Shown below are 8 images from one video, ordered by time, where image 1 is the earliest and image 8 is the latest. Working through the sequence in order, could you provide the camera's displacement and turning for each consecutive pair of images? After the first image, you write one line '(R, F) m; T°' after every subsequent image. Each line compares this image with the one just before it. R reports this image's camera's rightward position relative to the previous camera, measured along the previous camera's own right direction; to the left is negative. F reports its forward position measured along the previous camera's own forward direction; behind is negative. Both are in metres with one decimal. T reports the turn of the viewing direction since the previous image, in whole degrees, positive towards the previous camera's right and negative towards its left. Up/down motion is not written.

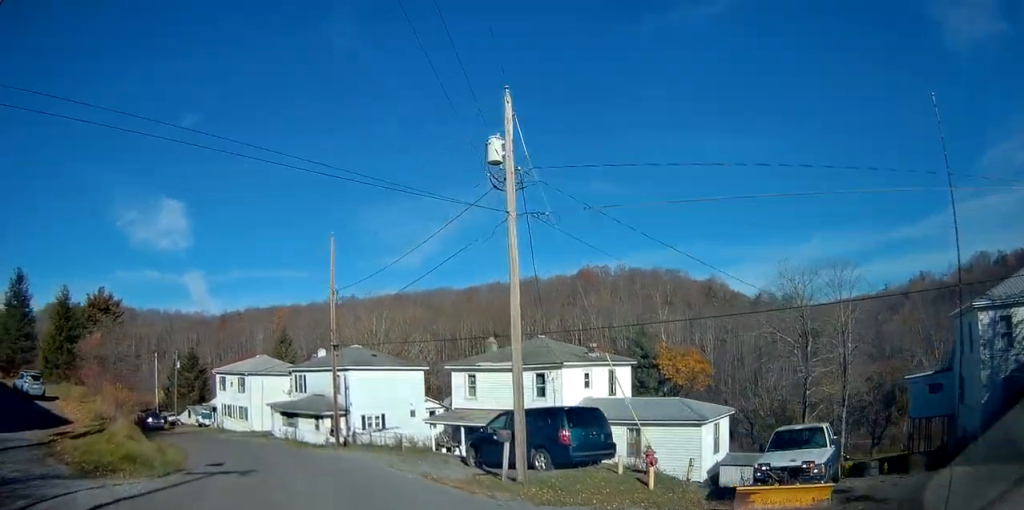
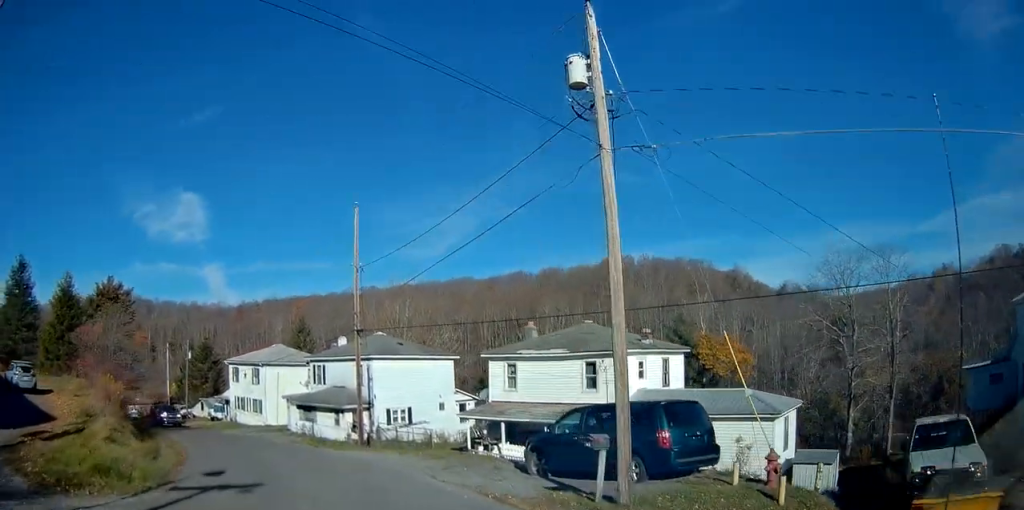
(0.0, +3.7) m; -2°
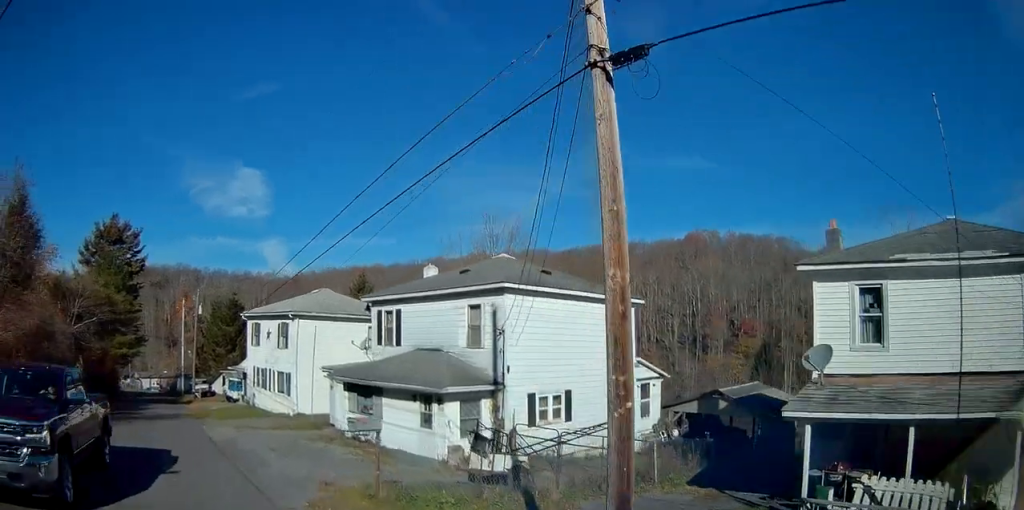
(-1.3, +19.3) m; -8°
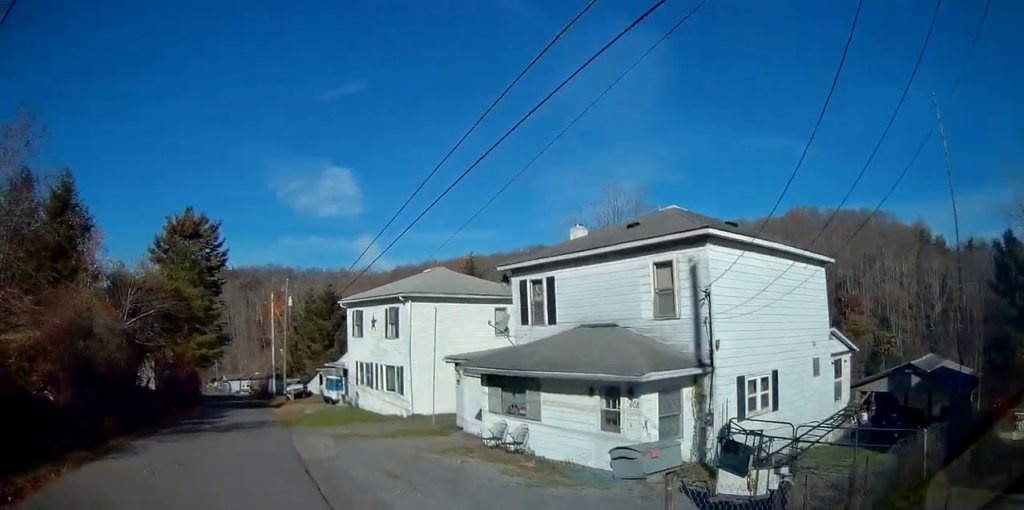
(-0.3, +5.3) m; -7°
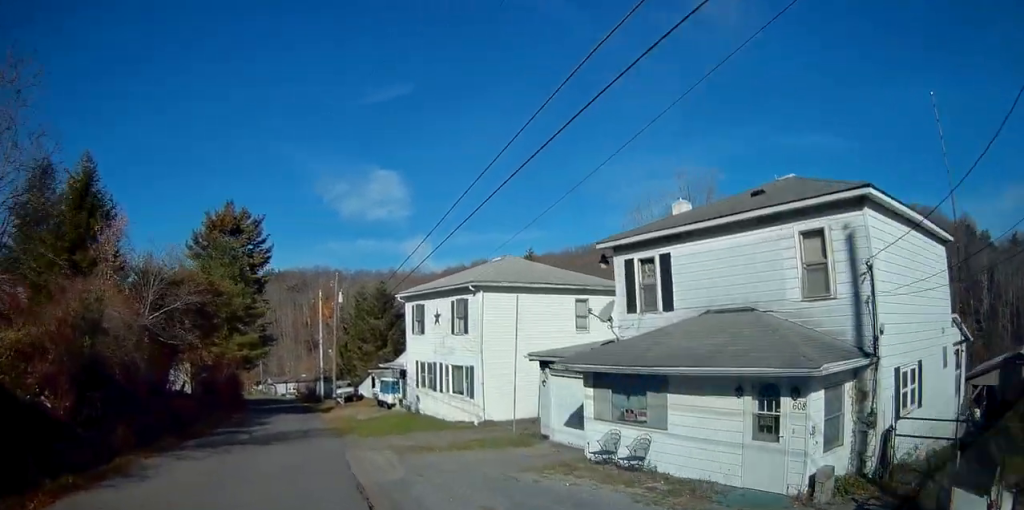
(-0.2, +3.3) m; -4°
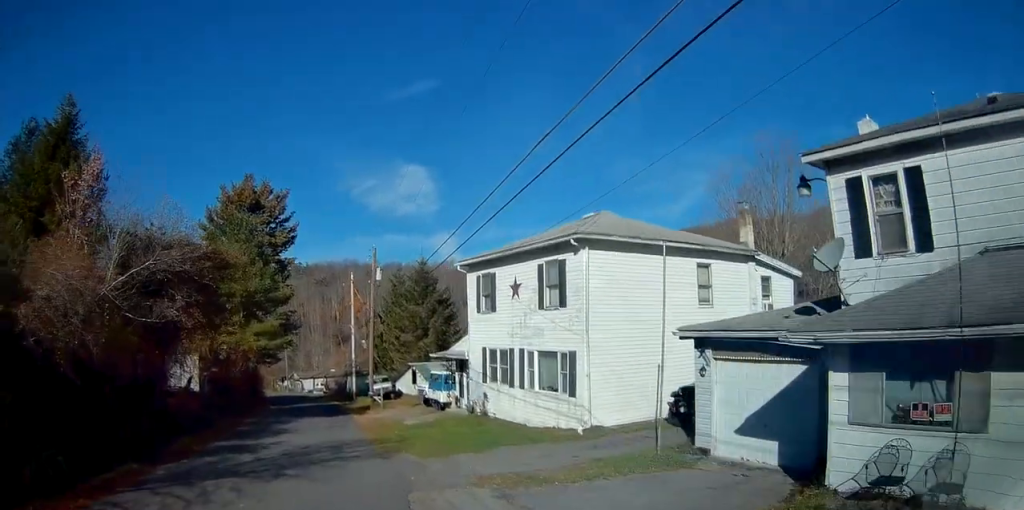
(-0.4, +6.5) m; -6°
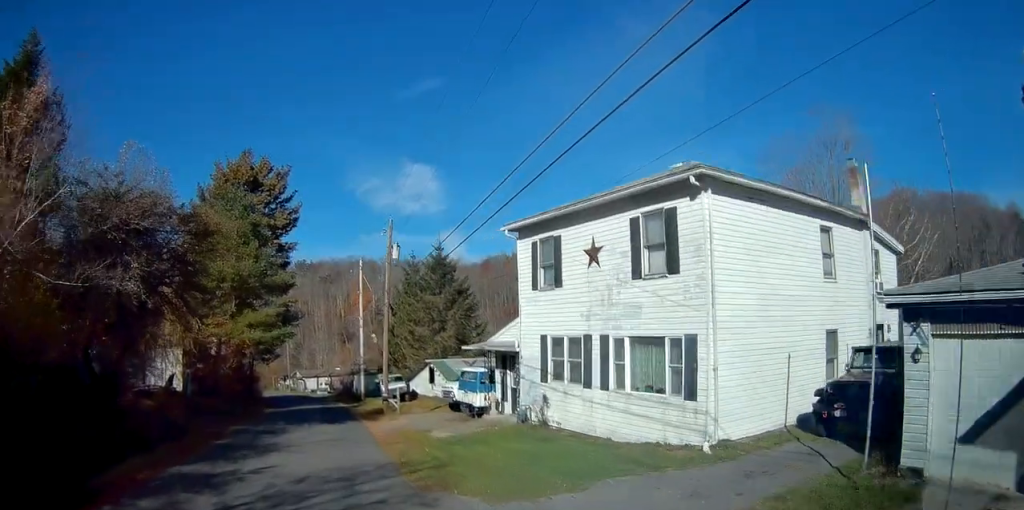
(-0.2, +5.2) m; -2°
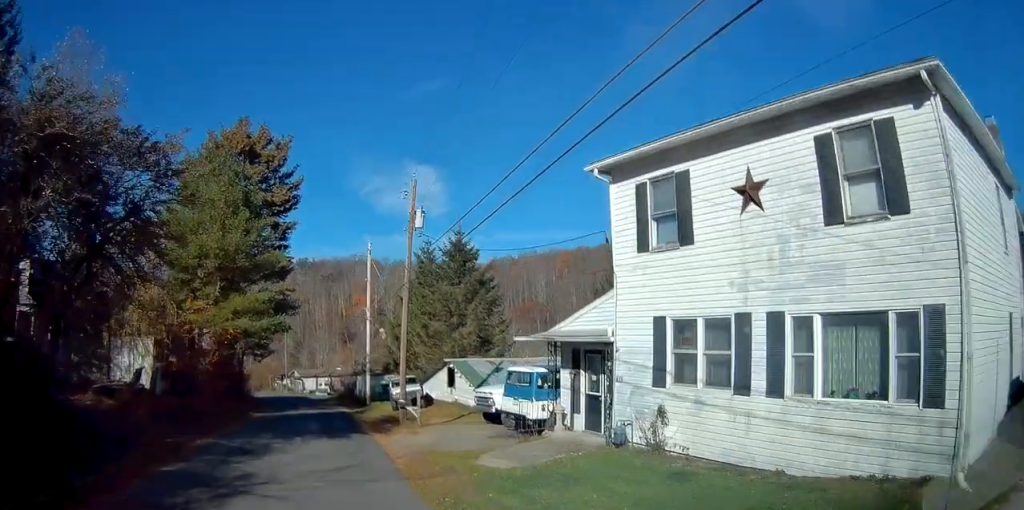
(-0.1, +5.5) m; -1°
